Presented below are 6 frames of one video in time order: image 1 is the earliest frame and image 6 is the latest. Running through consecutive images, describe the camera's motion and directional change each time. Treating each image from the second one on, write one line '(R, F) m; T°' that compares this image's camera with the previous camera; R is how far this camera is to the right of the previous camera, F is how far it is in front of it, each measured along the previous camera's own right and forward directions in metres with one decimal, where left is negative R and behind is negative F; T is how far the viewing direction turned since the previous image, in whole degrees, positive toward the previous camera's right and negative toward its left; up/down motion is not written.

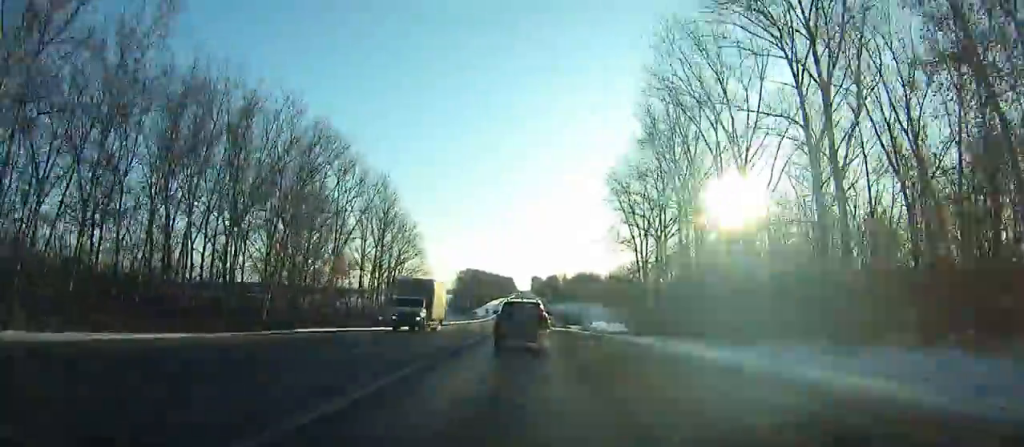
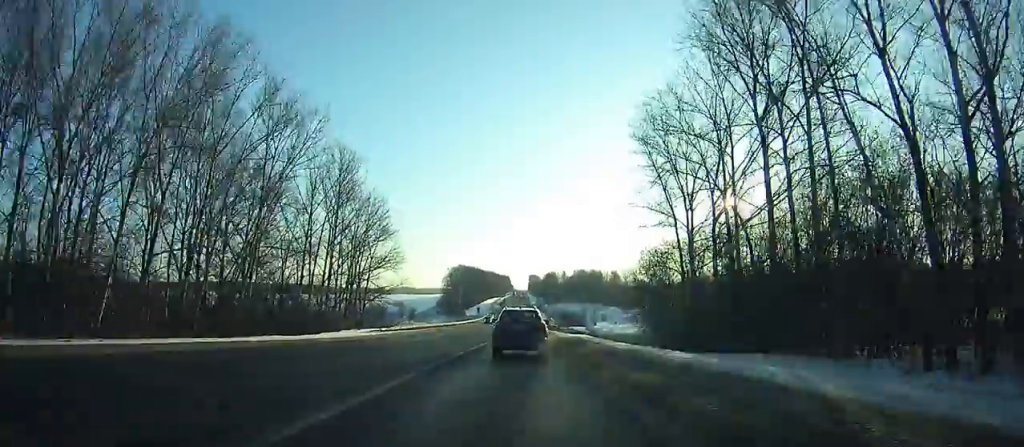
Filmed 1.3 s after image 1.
(0.0, +24.5) m; 0°
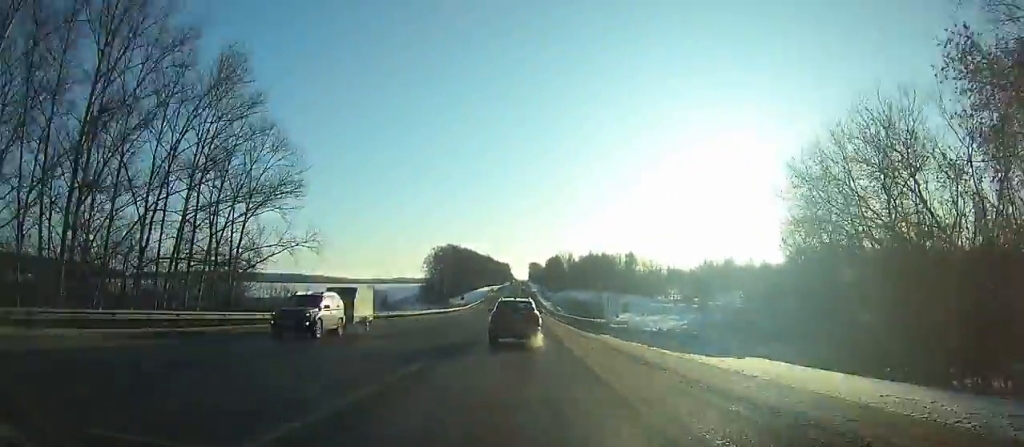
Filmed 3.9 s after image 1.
(+0.1, +48.6) m; 0°
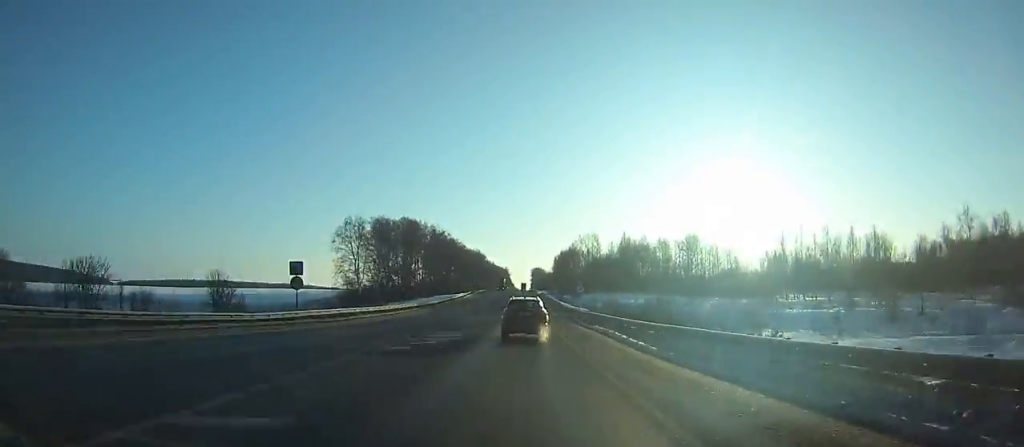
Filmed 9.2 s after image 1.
(-0.6, +97.8) m; 0°
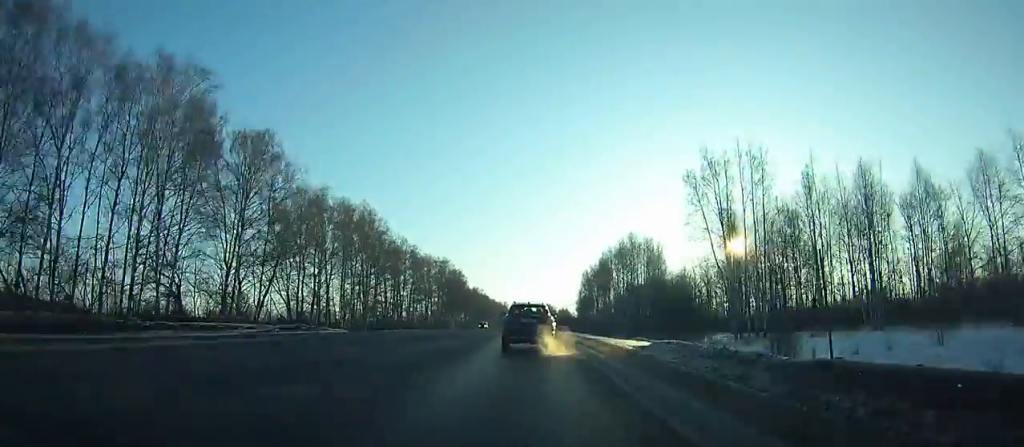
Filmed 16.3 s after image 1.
(+6.1, +119.6) m; 0°
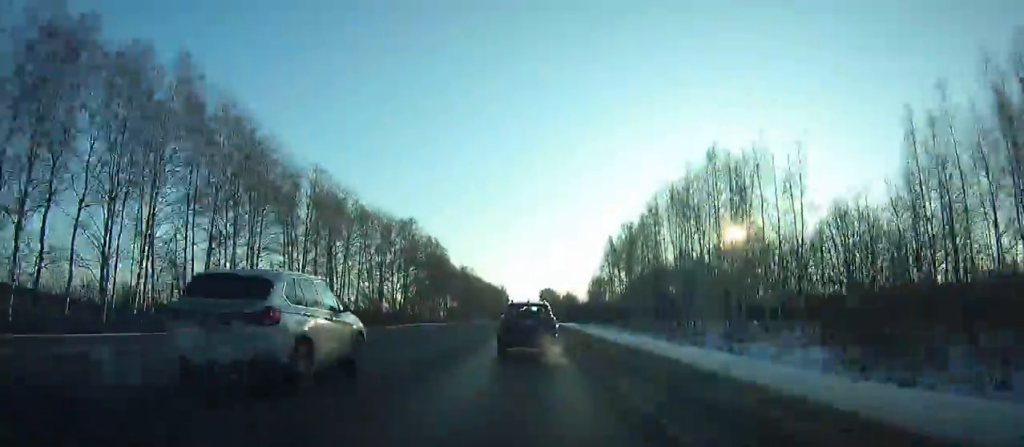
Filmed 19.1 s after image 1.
(-4.5, +61.2) m; -3°
